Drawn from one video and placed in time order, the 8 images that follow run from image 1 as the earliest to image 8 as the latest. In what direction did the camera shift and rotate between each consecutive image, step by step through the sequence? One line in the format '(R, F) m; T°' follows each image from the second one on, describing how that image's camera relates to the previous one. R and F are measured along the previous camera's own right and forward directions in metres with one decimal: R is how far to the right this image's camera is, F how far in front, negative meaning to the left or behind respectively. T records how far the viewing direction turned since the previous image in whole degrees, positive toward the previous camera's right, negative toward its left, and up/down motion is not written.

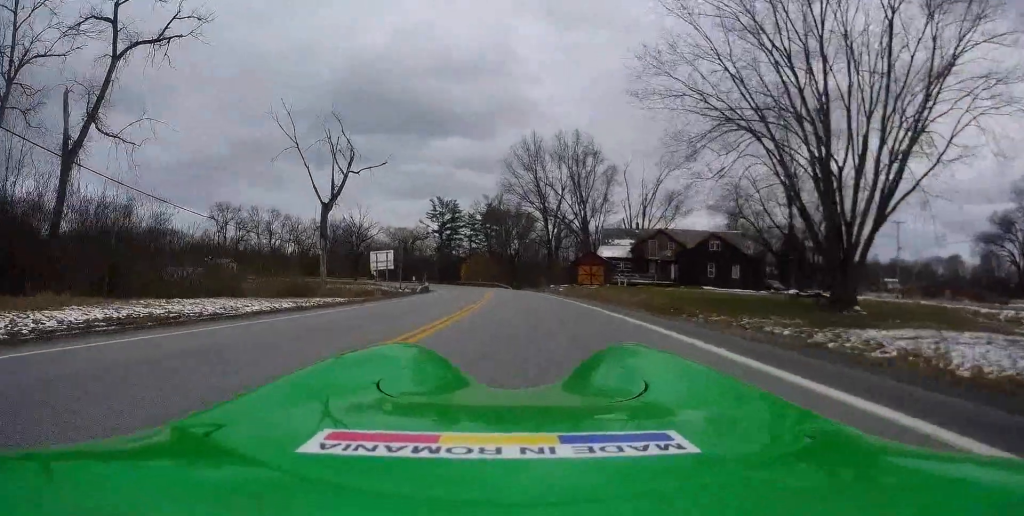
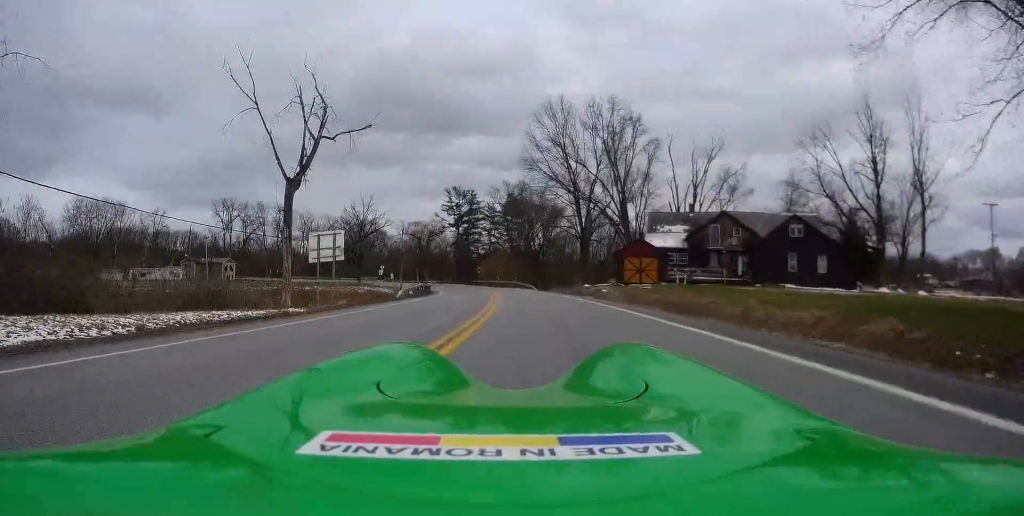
(-0.2, +15.2) m; -1°
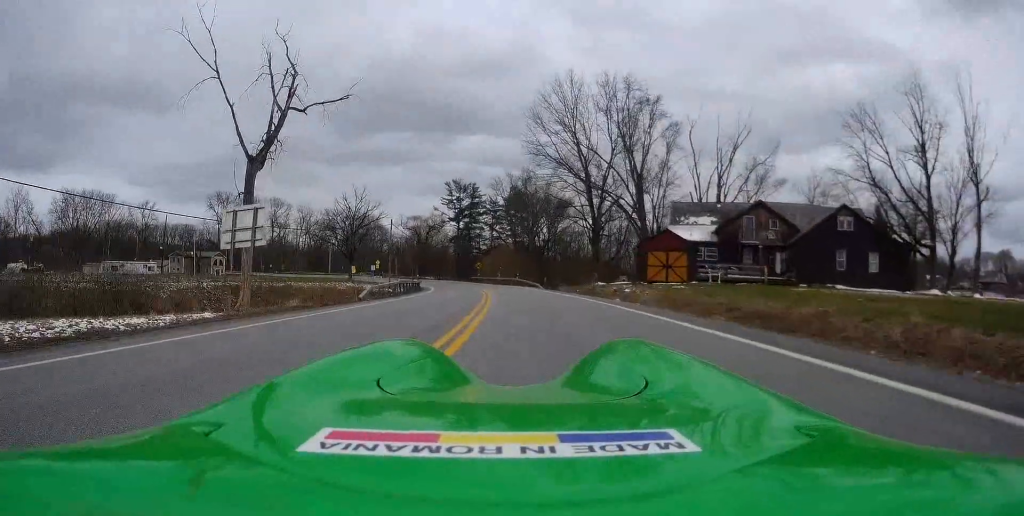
(0.0, +7.5) m; 0°
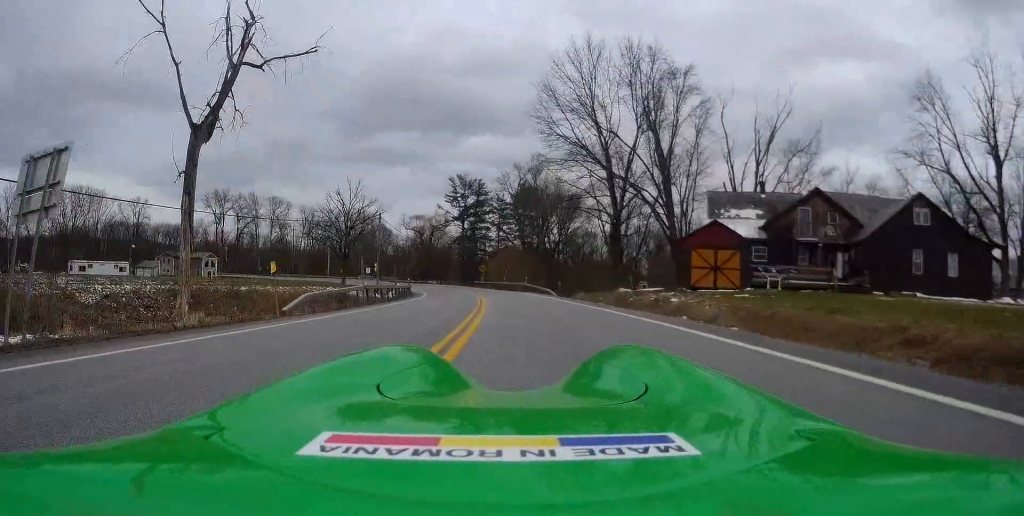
(0.0, +8.5) m; -1°
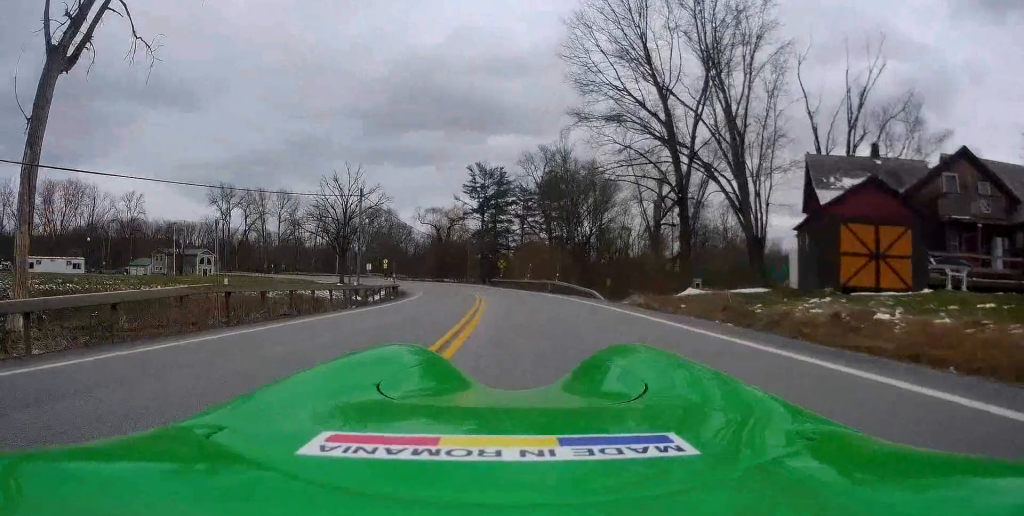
(-0.4, +13.0) m; -3°
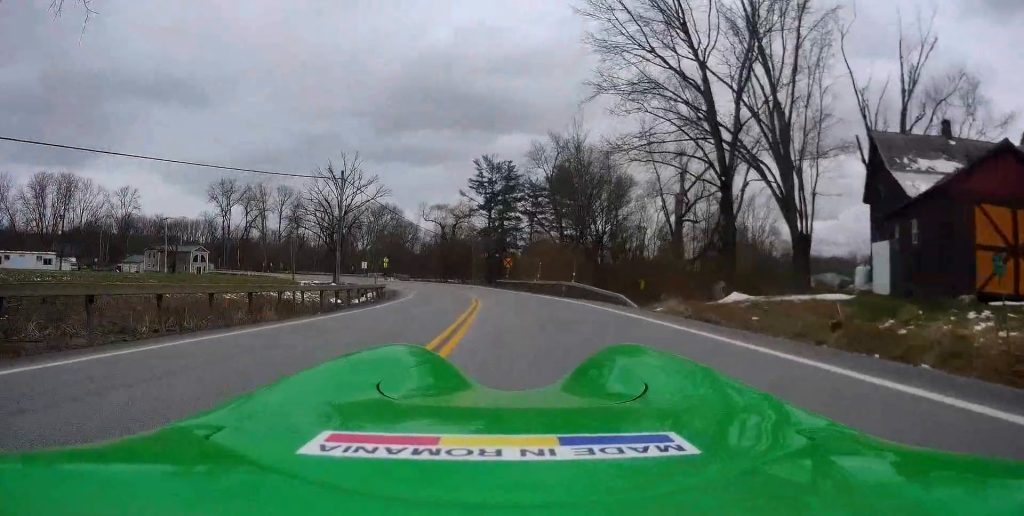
(-0.3, +6.0) m; -1°
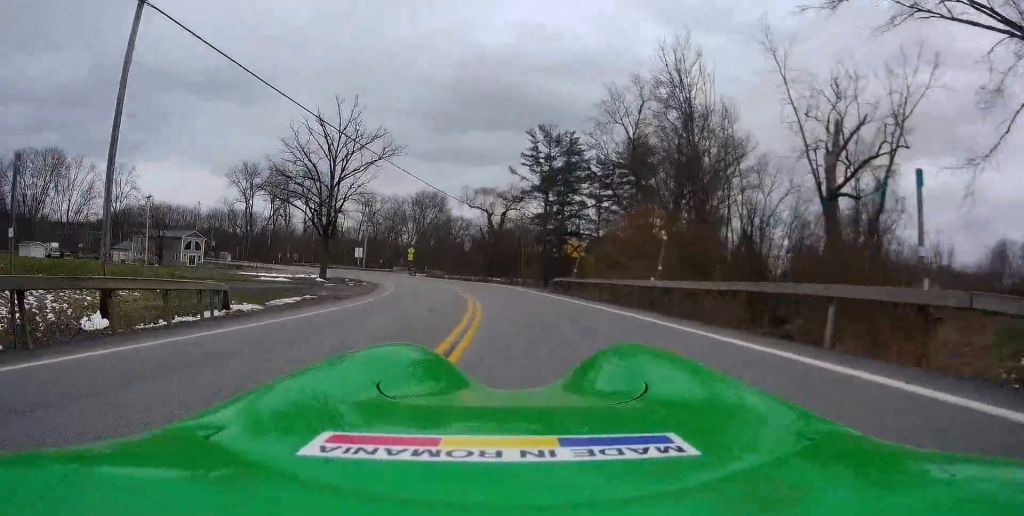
(-0.6, +23.2) m; -5°
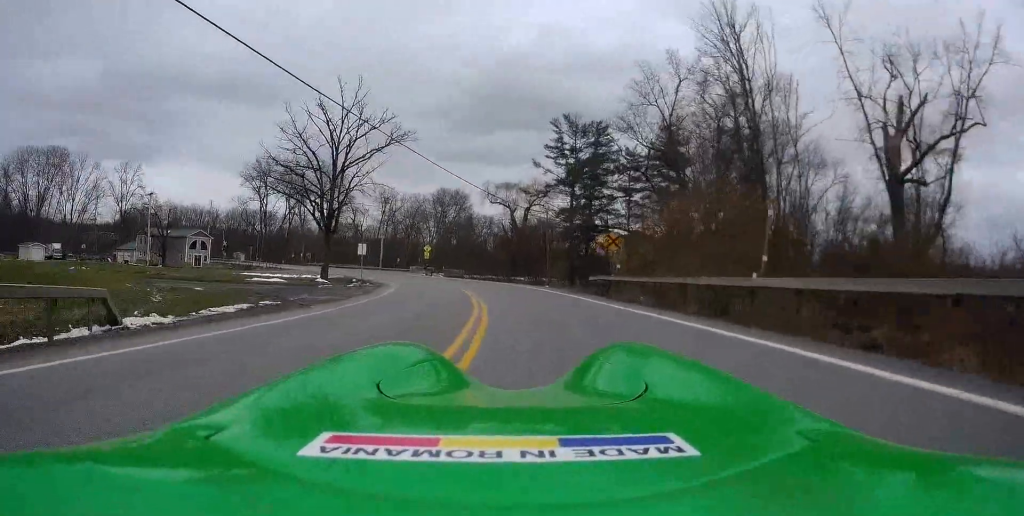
(0.0, +5.5) m; -1°
